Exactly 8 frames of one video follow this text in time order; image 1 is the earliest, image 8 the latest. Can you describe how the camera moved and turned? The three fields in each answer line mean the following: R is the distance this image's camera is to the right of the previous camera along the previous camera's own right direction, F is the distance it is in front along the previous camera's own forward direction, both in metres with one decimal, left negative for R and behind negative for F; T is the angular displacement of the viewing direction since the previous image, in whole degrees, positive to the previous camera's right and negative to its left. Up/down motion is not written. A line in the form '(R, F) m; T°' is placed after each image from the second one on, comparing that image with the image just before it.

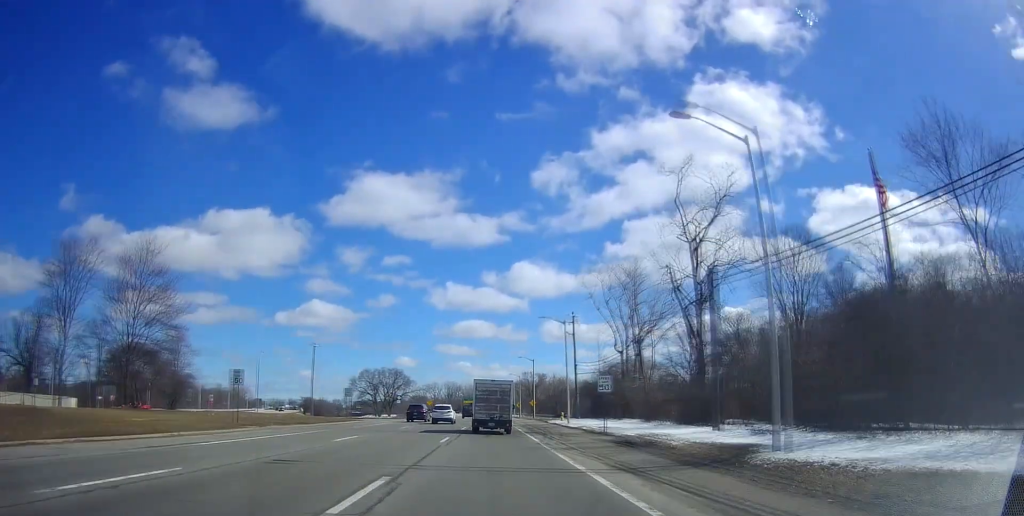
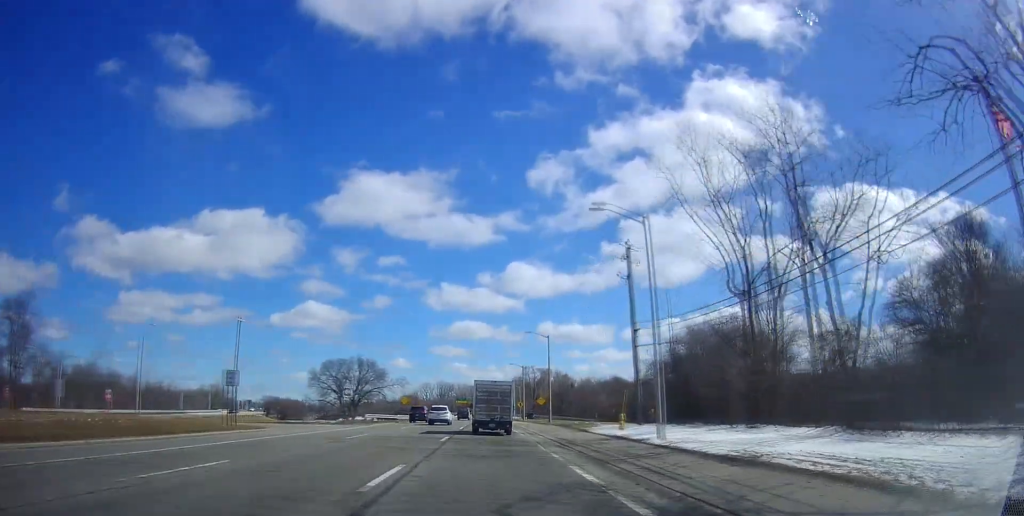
(+1.1, +30.1) m; +2°
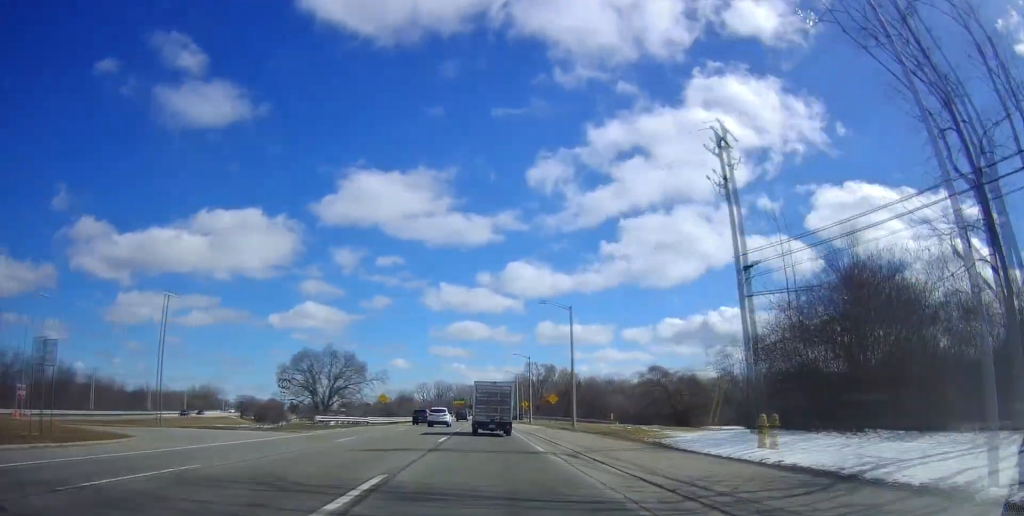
(-0.1, +17.5) m; 0°
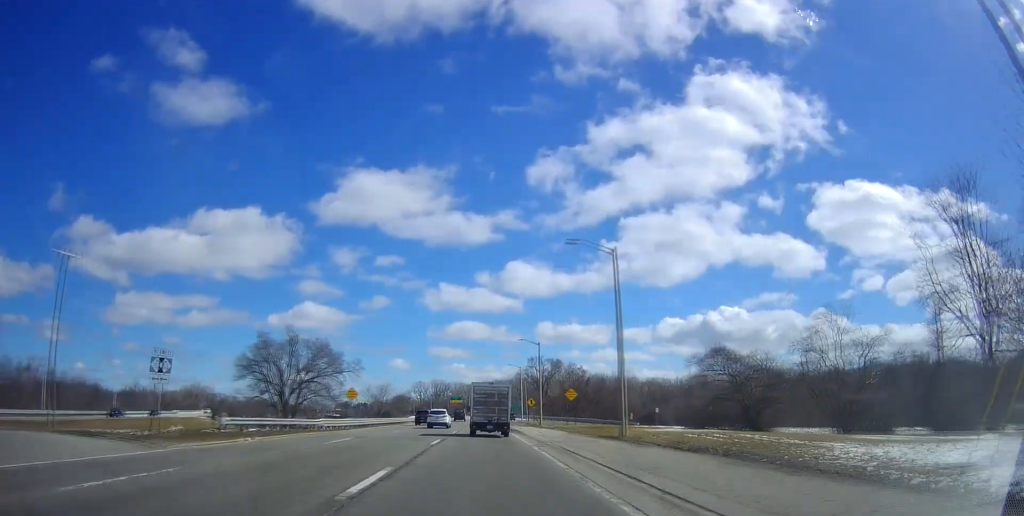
(0.0, +15.7) m; 0°
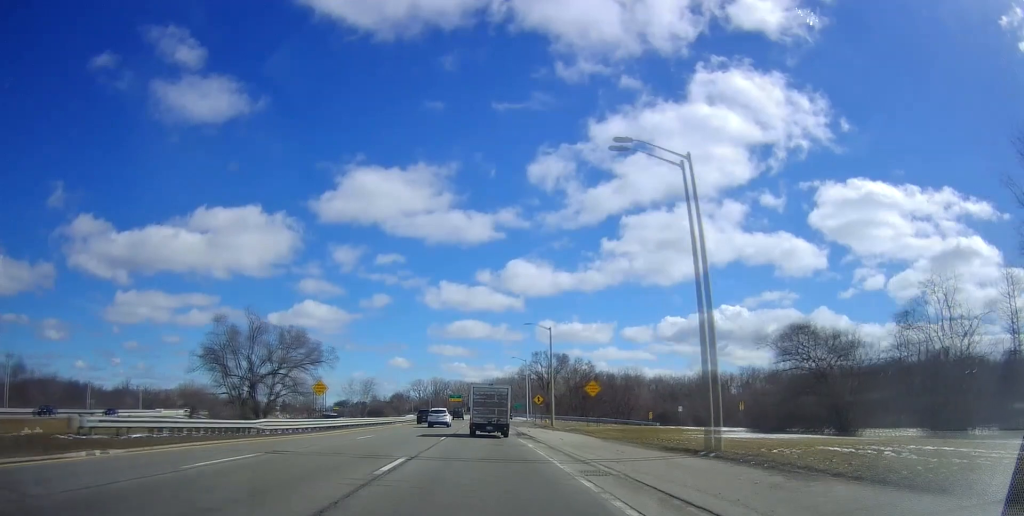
(+0.1, +10.7) m; +1°
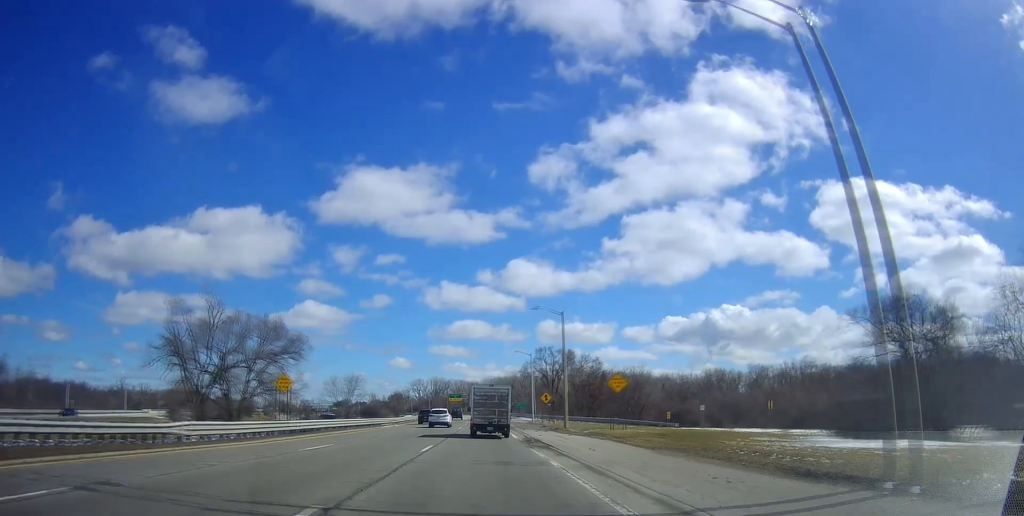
(0.0, +7.8) m; 0°
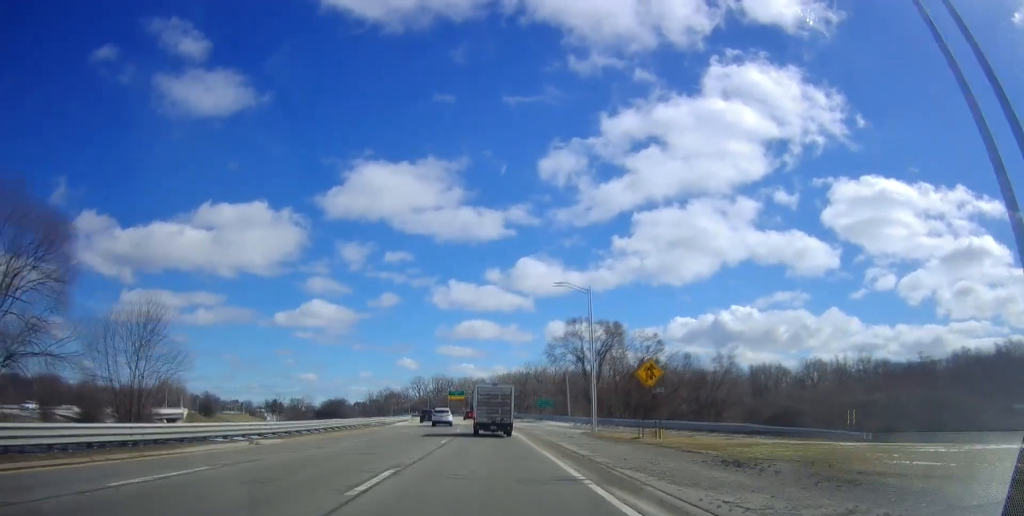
(+0.3, +41.7) m; 0°
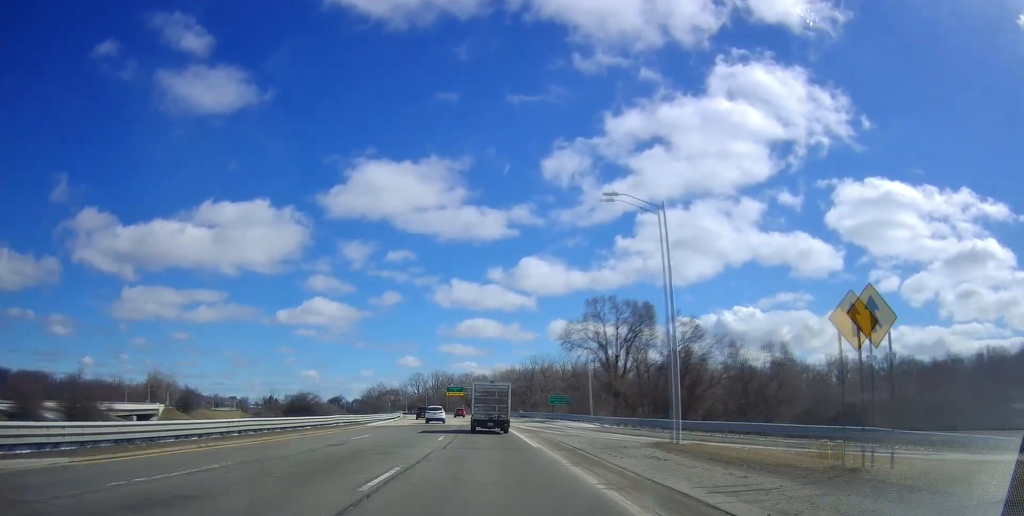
(0.0, +16.8) m; -1°
